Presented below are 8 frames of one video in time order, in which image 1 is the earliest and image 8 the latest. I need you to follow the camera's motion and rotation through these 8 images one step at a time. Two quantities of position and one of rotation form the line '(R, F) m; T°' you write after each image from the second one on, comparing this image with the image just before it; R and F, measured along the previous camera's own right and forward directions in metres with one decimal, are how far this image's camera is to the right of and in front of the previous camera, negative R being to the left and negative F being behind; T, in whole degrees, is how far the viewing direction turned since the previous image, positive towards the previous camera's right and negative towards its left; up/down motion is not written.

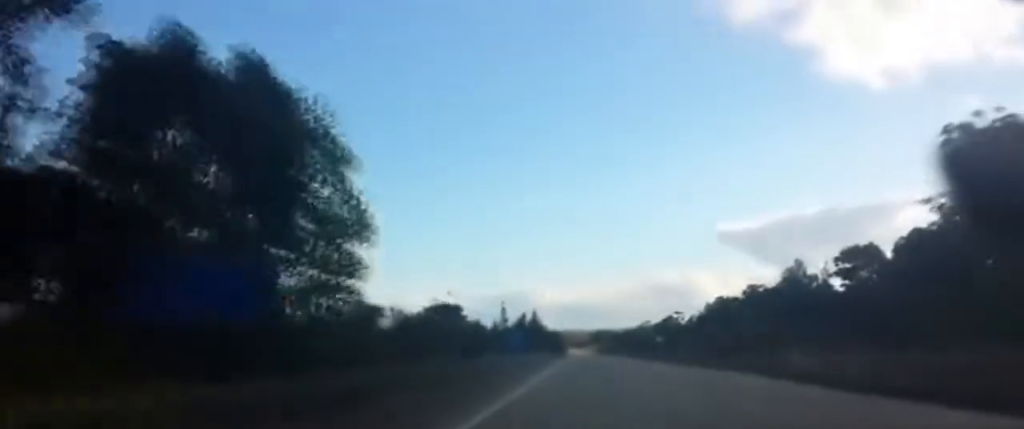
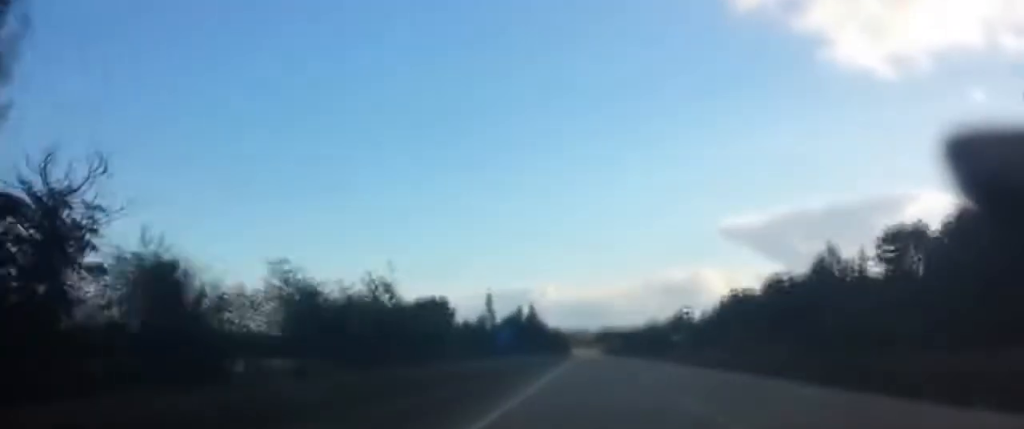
(-0.1, +23.0) m; 0°
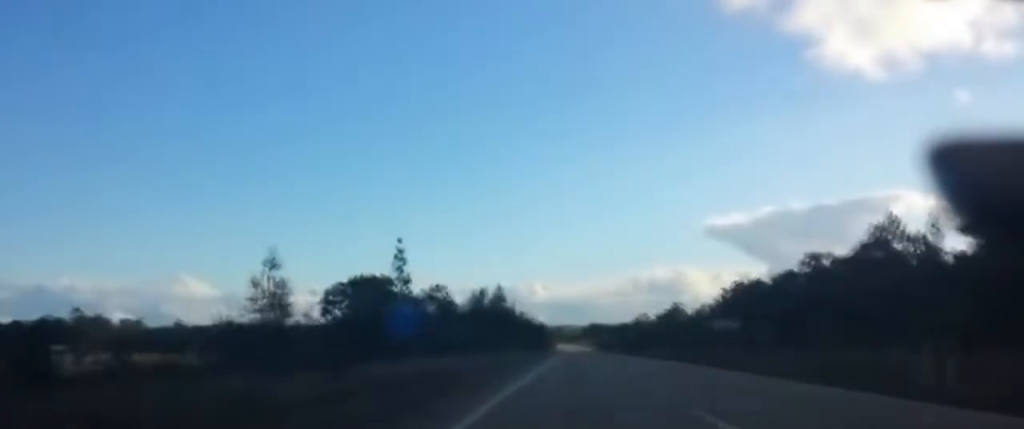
(+0.3, +49.0) m; 0°
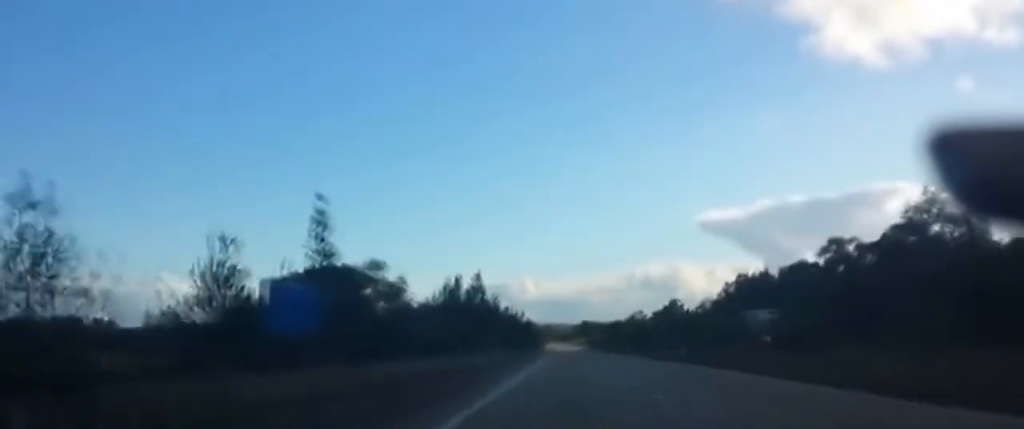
(0.0, +15.6) m; 0°
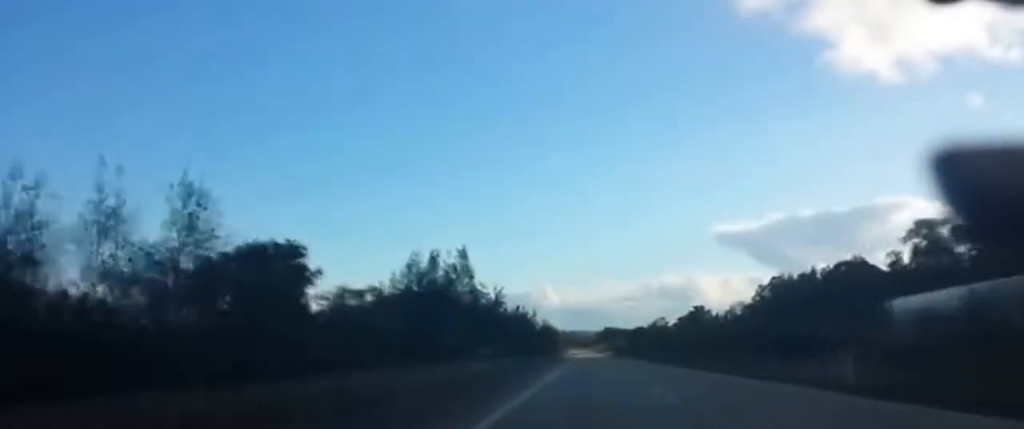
(0.0, +36.3) m; 0°
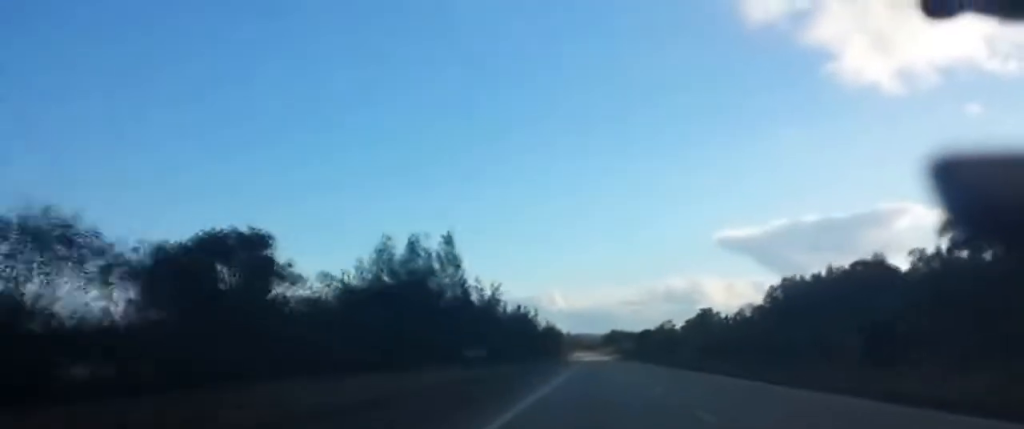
(0.0, +12.4) m; 0°
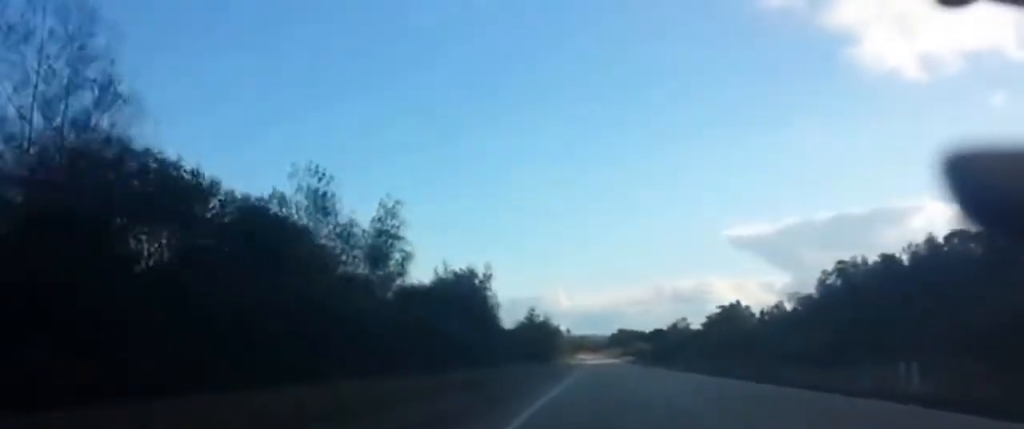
(-0.4, +50.6) m; -1°
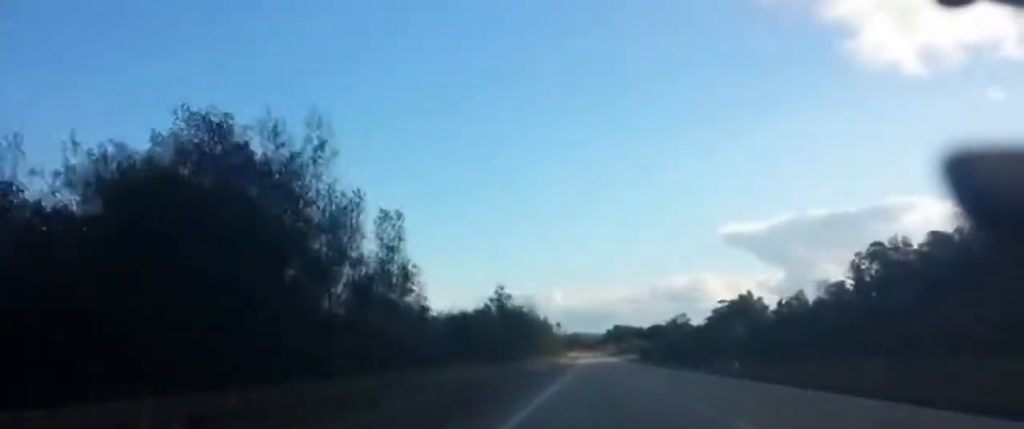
(0.0, +32.9) m; 0°
